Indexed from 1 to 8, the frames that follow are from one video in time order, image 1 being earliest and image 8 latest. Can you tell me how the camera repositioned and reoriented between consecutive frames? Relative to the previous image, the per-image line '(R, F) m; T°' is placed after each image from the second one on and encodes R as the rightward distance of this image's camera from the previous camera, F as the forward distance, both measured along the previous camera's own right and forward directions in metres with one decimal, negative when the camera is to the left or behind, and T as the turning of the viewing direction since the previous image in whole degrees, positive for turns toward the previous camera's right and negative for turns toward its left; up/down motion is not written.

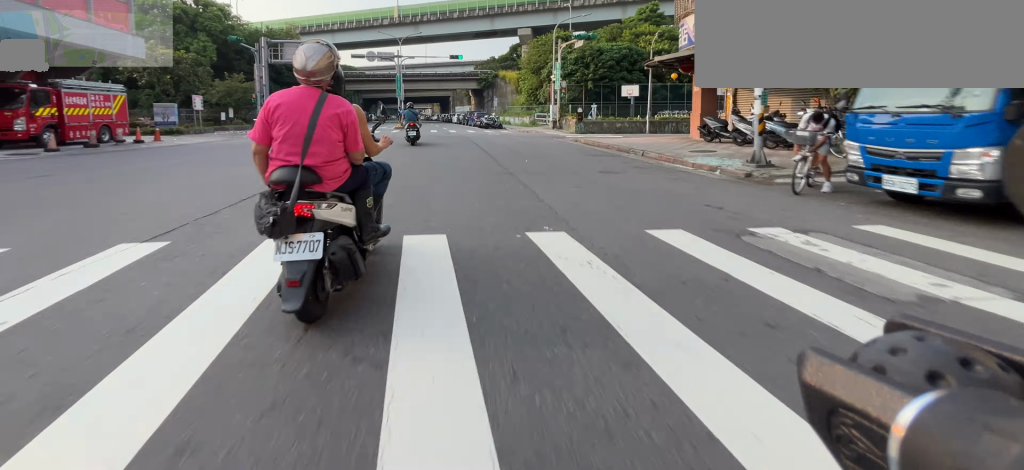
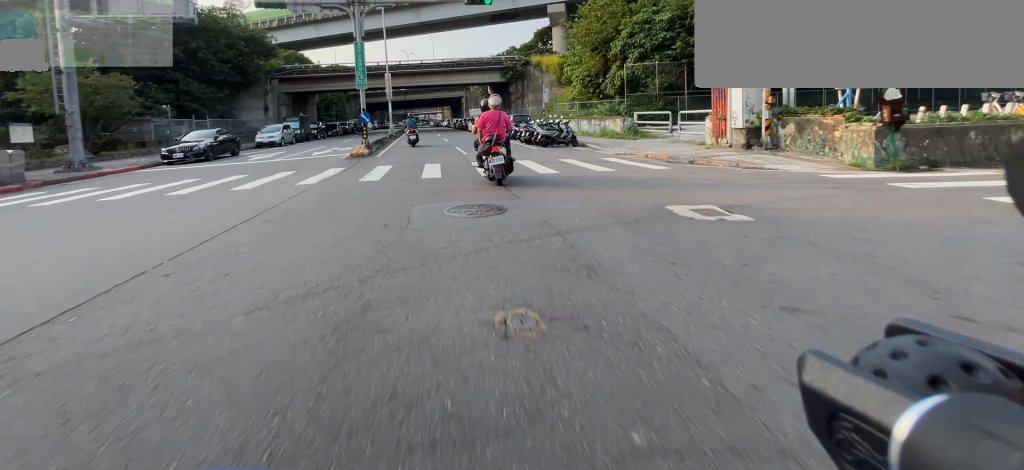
(-0.6, +18.7) m; -2°
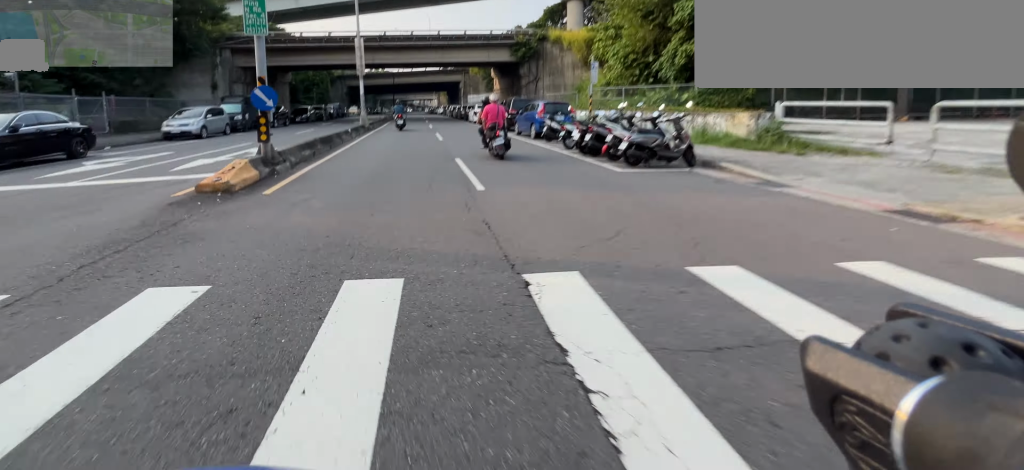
(0.0, +8.7) m; -1°
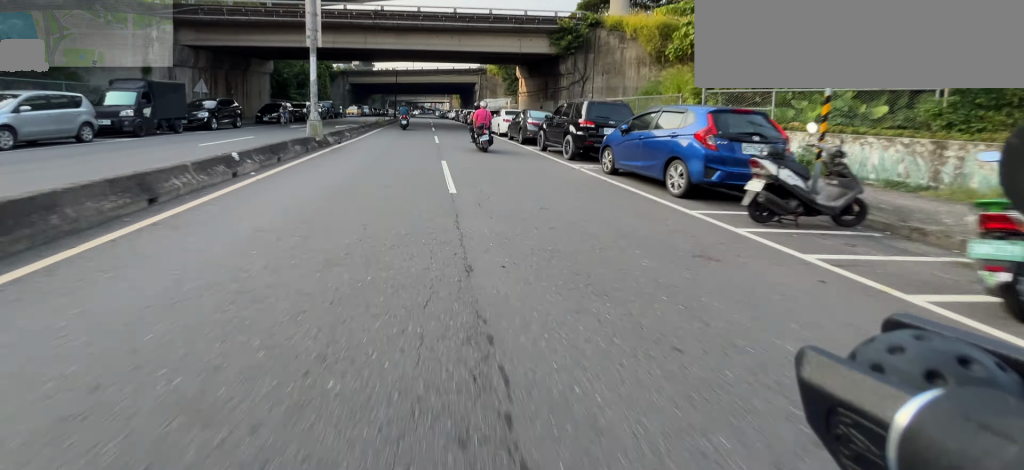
(0.0, +10.1) m; -1°
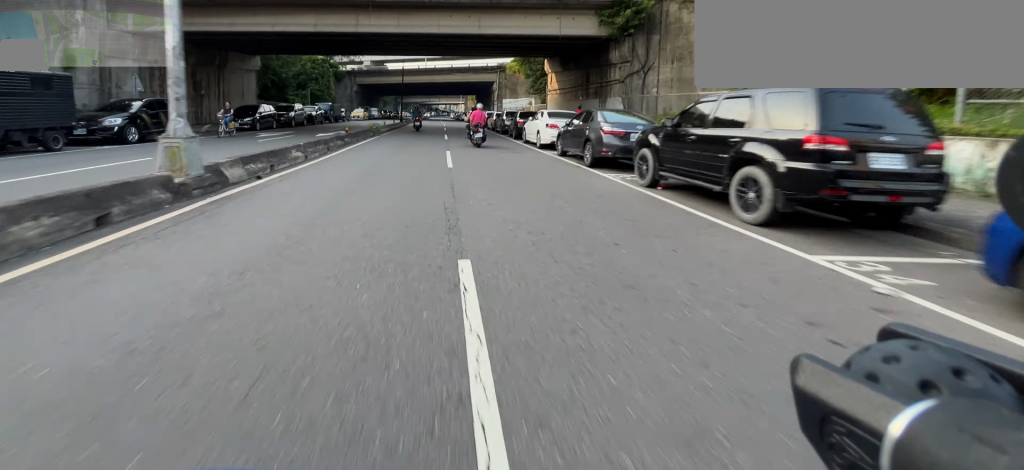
(-0.2, +6.5) m; -1°
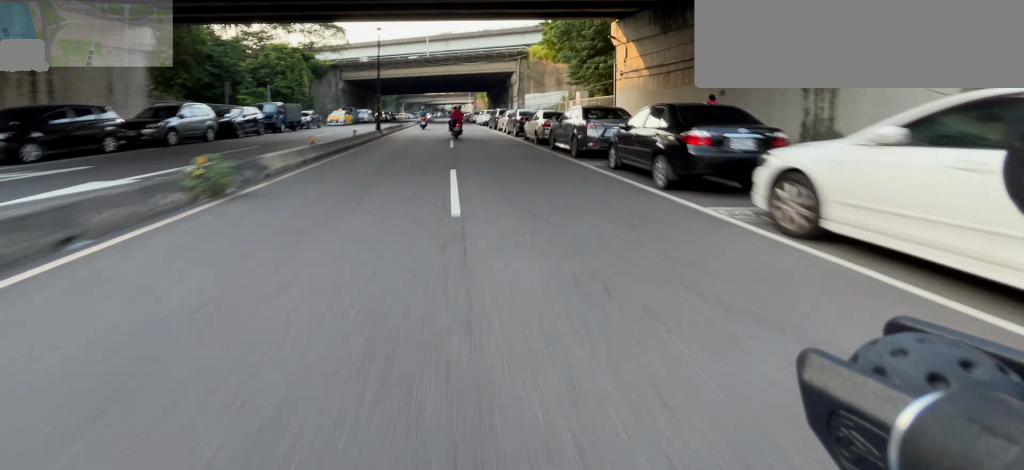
(-0.4, +14.3) m; -2°
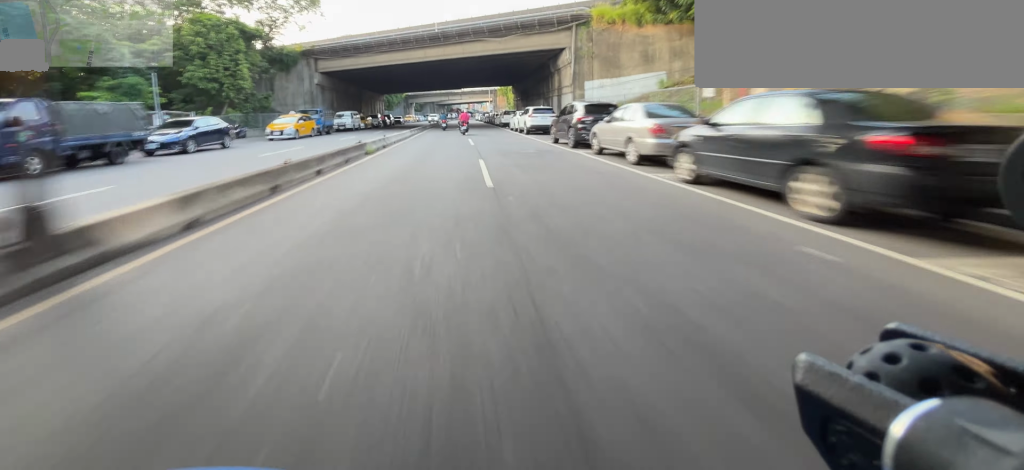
(-0.1, +17.7) m; +1°
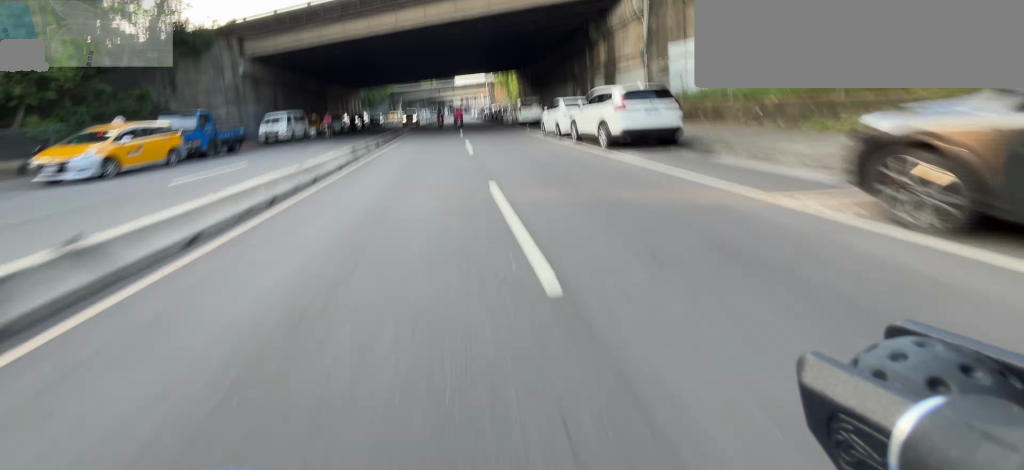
(+0.3, +13.8) m; +1°
